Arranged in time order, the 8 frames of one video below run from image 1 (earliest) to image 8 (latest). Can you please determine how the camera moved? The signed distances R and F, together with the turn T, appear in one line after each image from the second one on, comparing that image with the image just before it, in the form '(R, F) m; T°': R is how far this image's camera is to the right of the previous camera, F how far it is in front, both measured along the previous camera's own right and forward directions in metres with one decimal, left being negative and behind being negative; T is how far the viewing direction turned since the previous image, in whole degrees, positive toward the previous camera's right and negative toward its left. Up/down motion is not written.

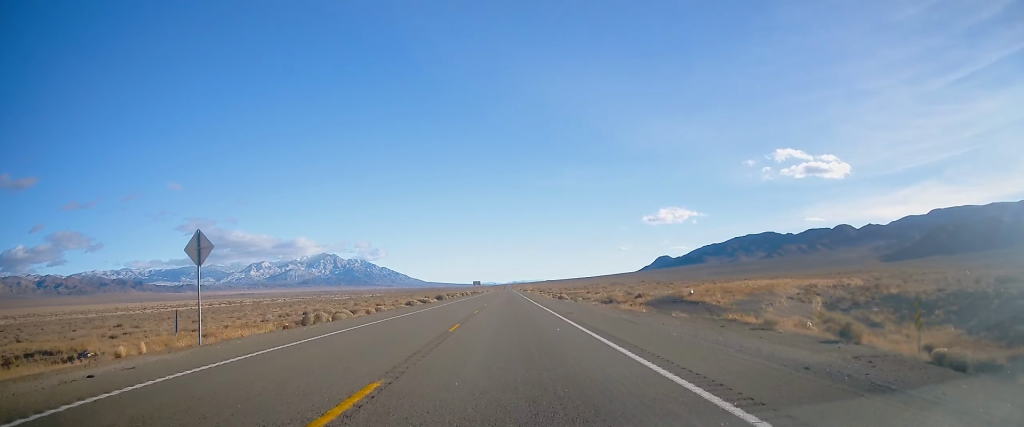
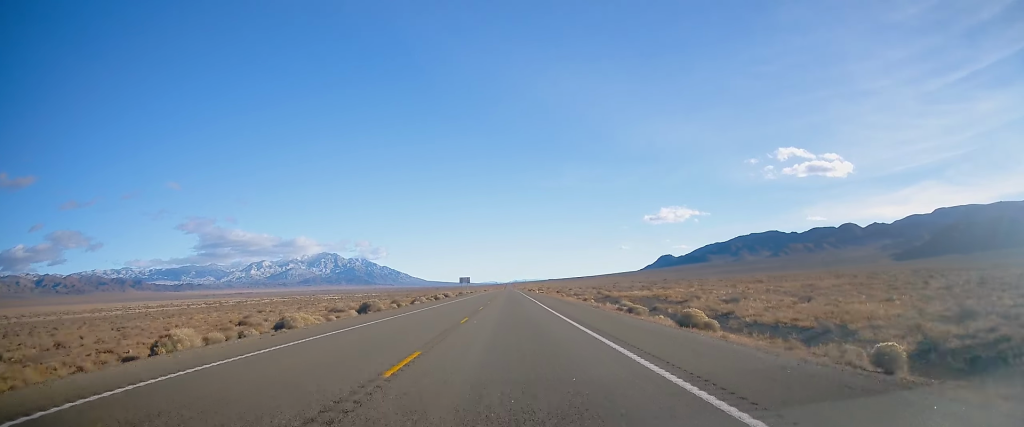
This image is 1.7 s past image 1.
(+0.8, +57.6) m; 0°
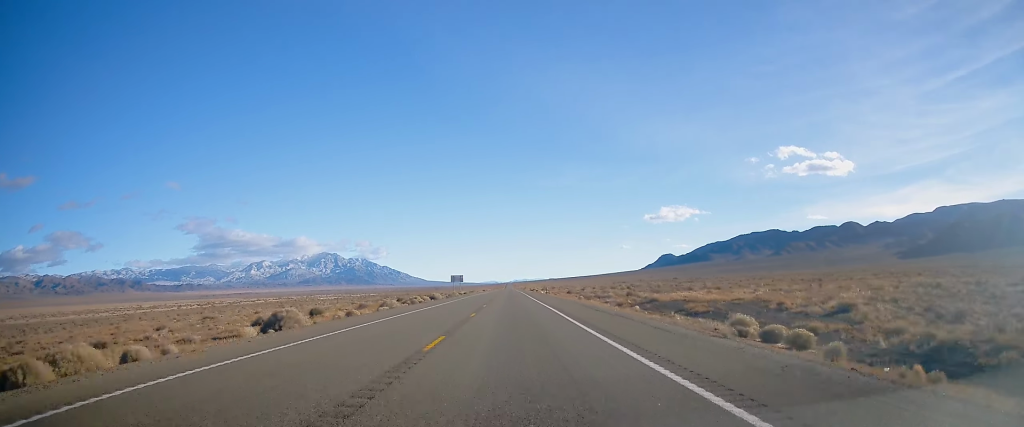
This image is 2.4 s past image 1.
(-0.1, +20.8) m; 0°
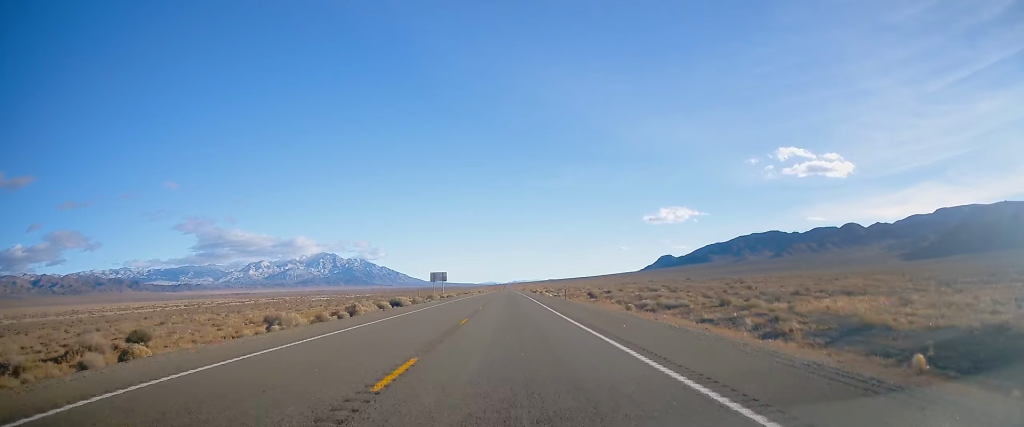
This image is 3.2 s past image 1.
(-0.1, +28.6) m; 0°
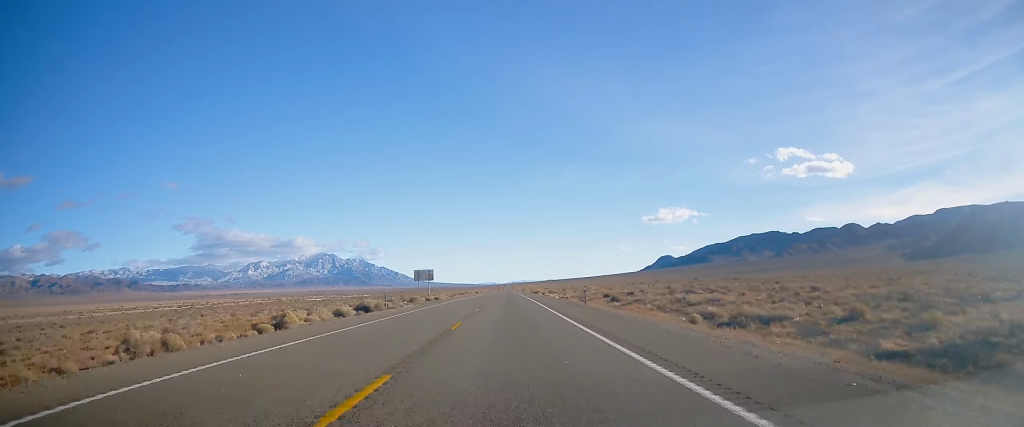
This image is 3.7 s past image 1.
(-0.1, +14.3) m; 0°
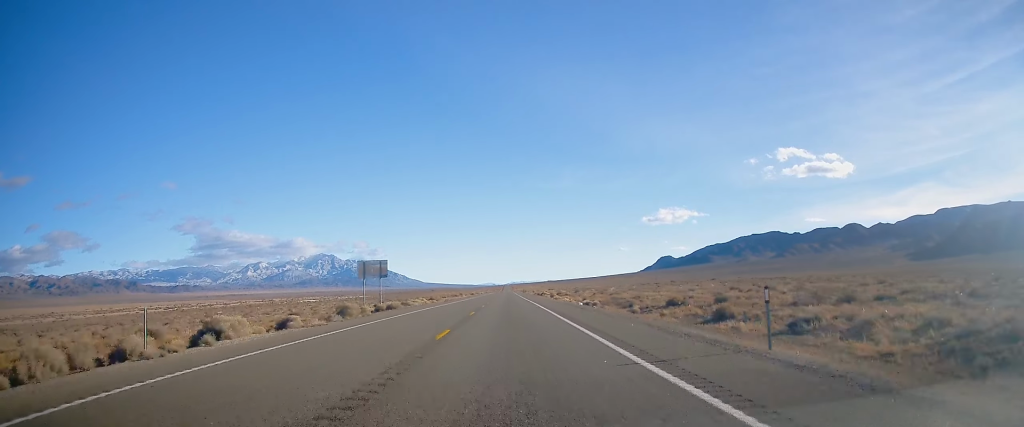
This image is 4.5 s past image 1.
(+0.2, +27.7) m; +1°
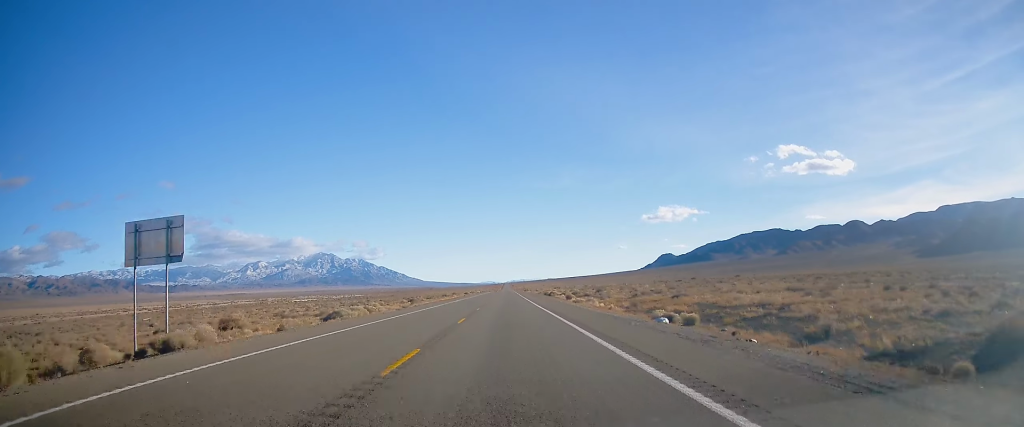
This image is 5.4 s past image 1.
(+0.2, +29.9) m; 0°
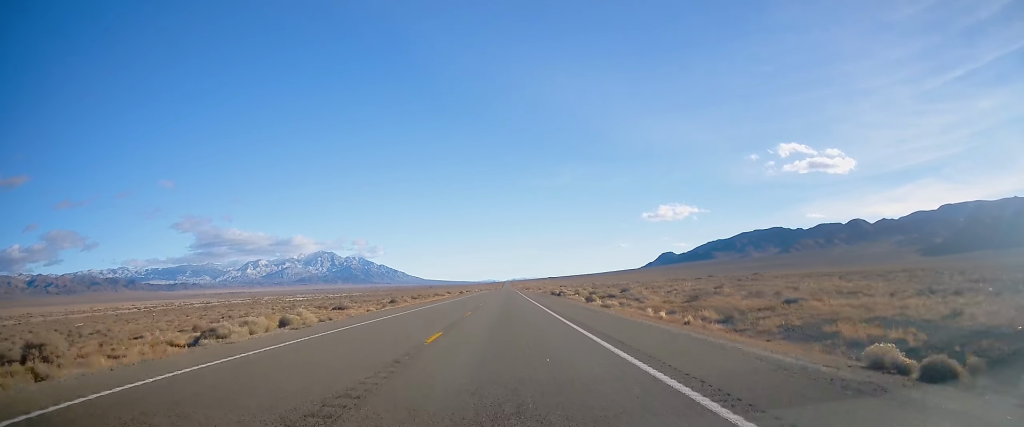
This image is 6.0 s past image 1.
(0.0, +20.0) m; 0°
